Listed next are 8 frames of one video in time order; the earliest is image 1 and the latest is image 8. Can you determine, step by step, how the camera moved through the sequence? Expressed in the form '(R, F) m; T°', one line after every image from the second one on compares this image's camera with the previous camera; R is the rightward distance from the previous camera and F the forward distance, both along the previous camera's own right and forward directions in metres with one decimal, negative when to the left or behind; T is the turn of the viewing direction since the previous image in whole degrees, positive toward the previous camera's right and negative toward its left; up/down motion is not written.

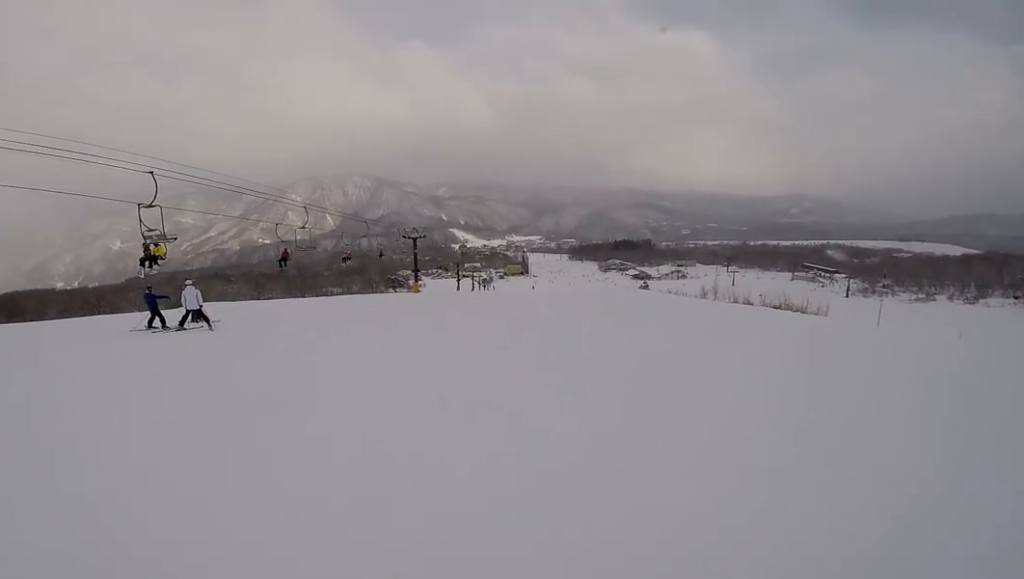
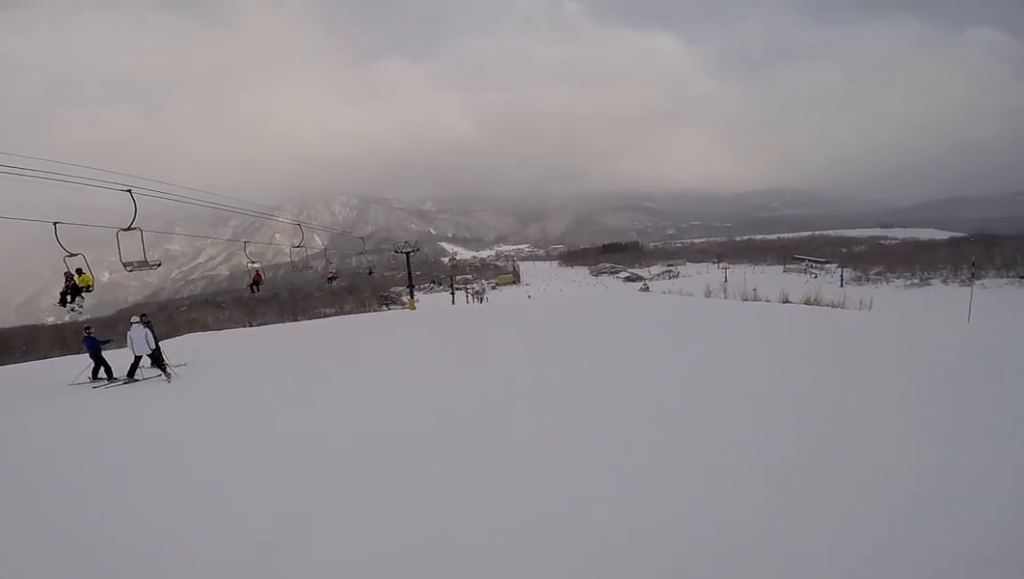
(+0.2, +3.5) m; -2°
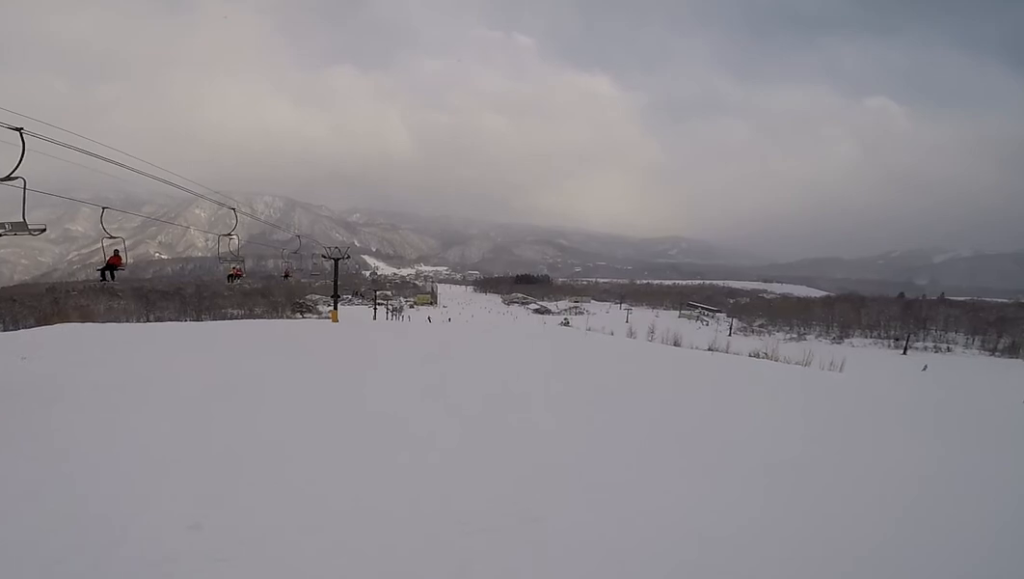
(0.0, +5.7) m; +15°
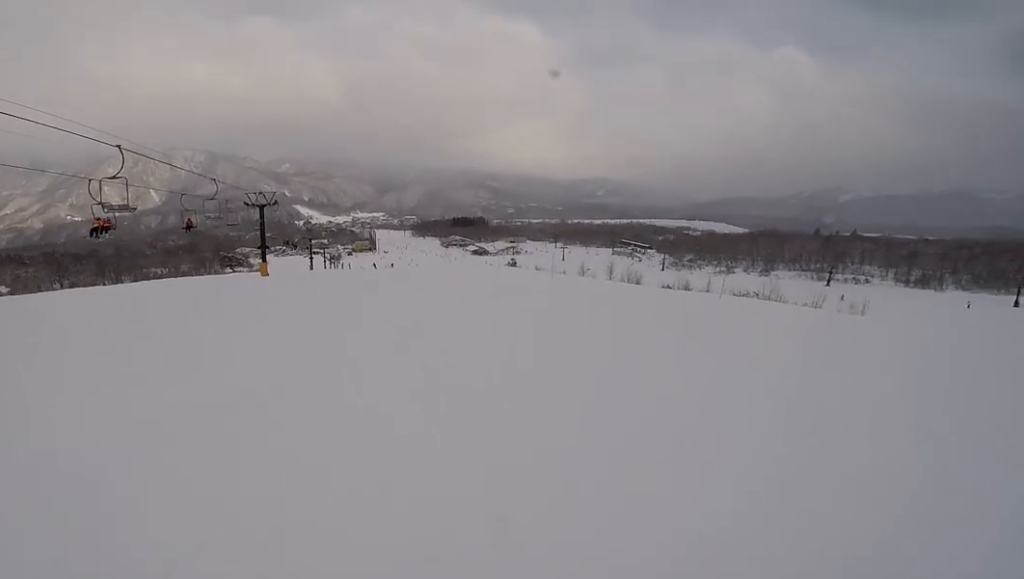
(+1.4, +5.5) m; +18°
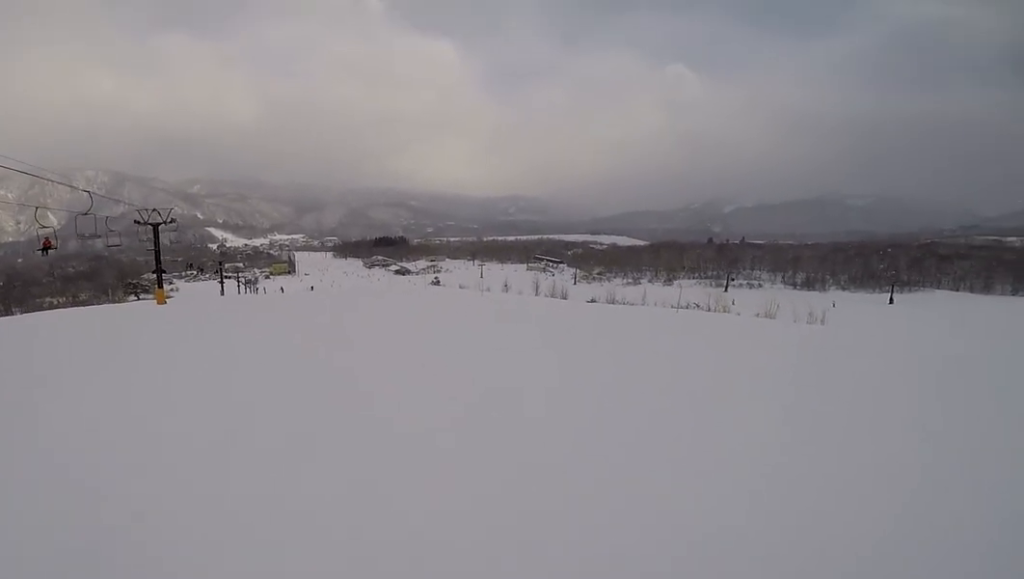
(+0.3, +3.8) m; +6°
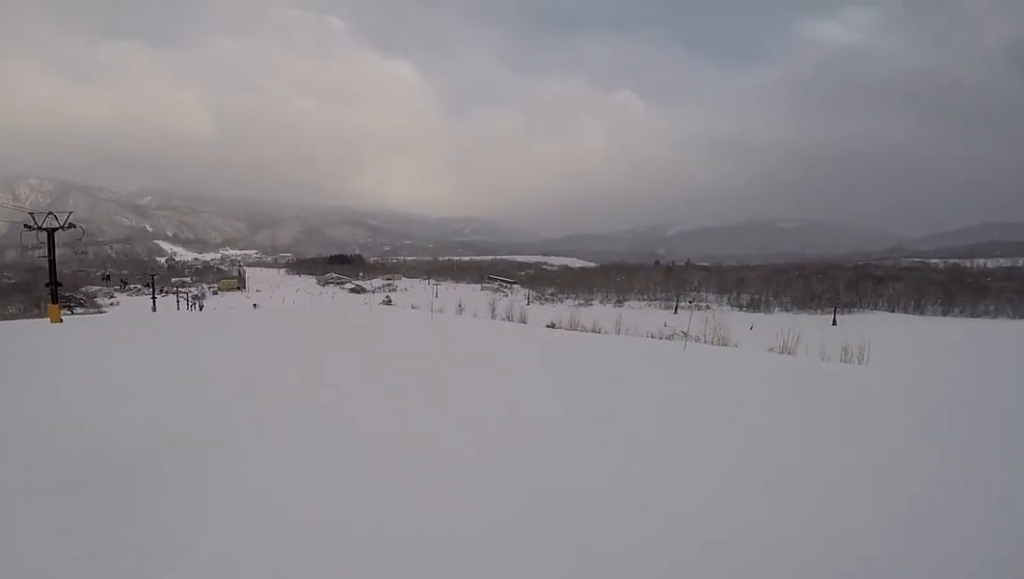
(0.0, +5.7) m; 0°
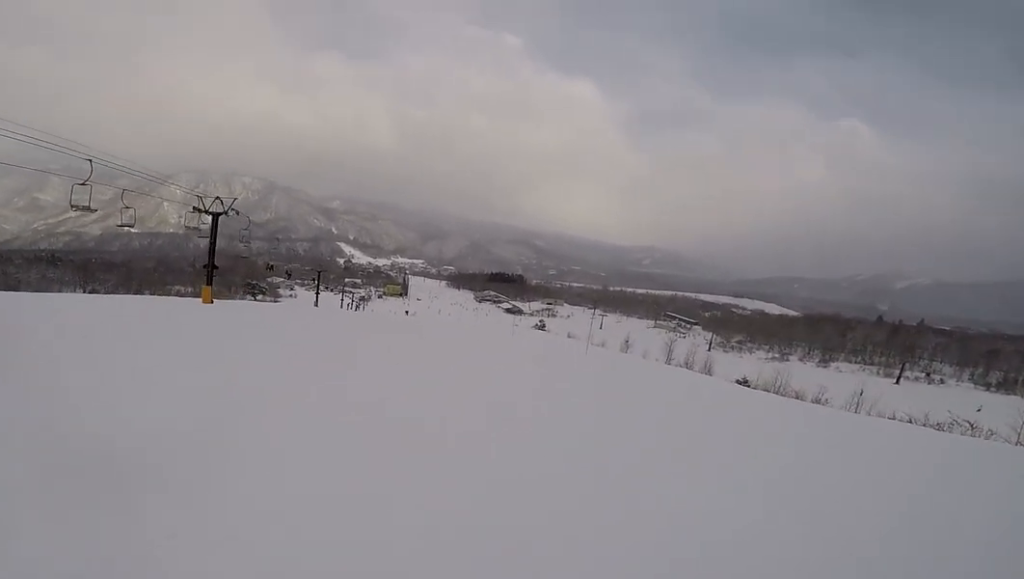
(+0.9, +4.3) m; -15°
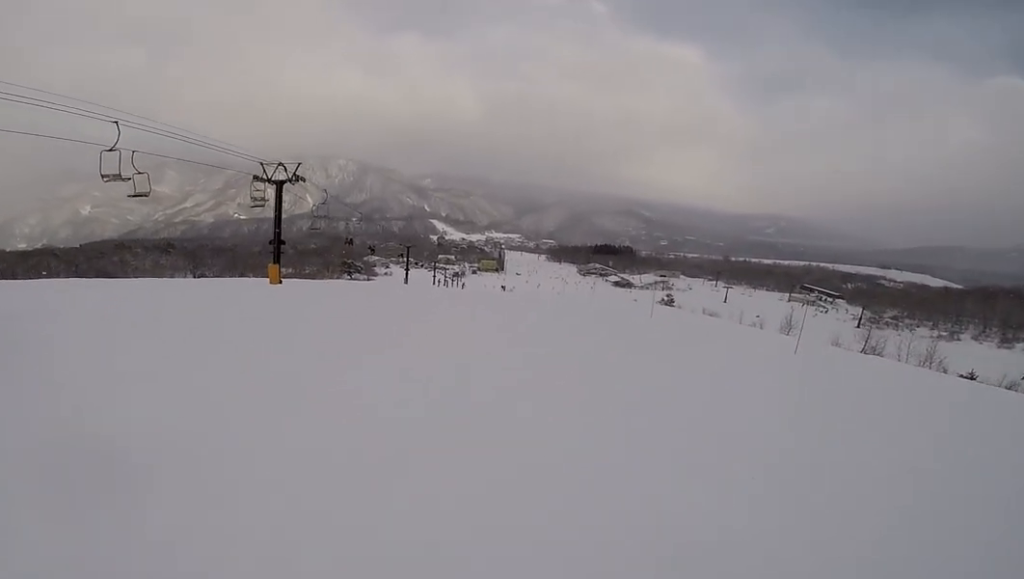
(-3.2, +6.1) m; -28°
